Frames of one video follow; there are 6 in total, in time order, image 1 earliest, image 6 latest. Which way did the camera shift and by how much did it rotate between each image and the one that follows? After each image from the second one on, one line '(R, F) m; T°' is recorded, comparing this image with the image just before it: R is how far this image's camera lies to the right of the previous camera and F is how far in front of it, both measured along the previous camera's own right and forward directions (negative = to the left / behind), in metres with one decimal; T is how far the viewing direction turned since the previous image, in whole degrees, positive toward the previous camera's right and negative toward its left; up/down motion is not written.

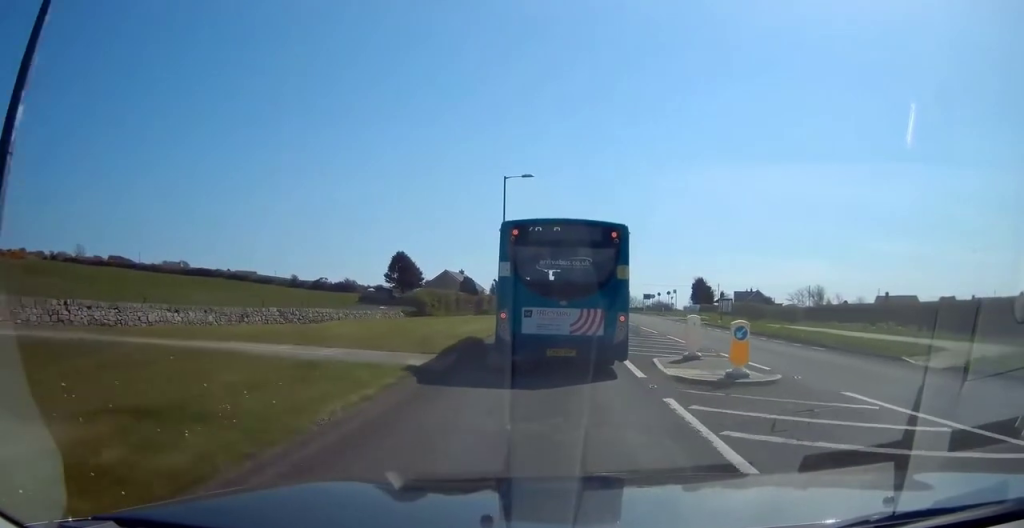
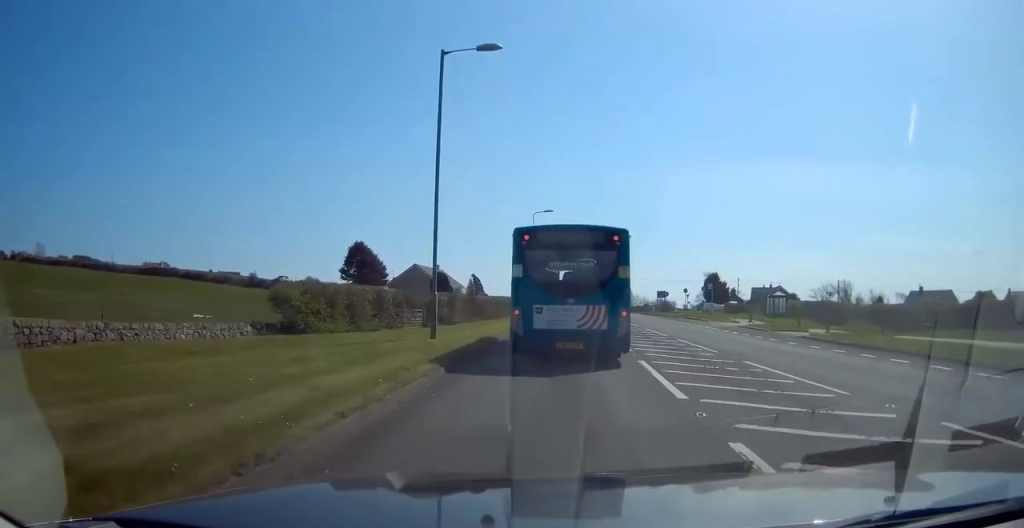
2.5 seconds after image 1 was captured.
(+0.5, +22.0) m; +2°
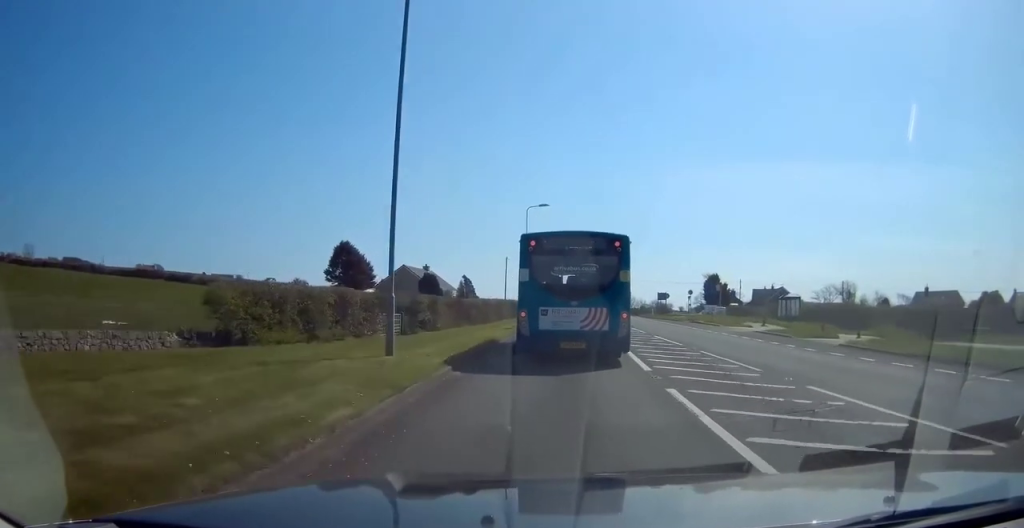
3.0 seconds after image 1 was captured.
(-0.1, +5.0) m; 0°
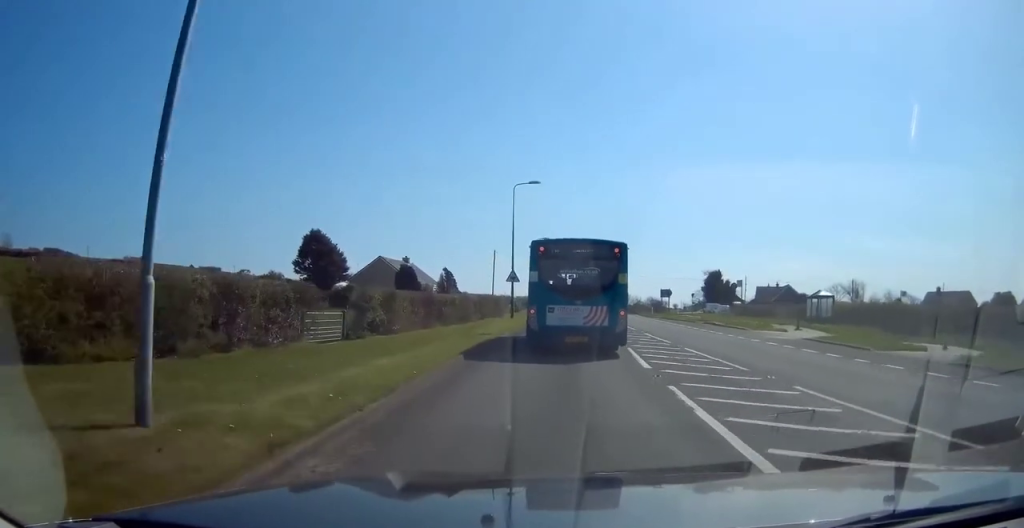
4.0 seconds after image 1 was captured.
(-0.1, +9.5) m; 0°
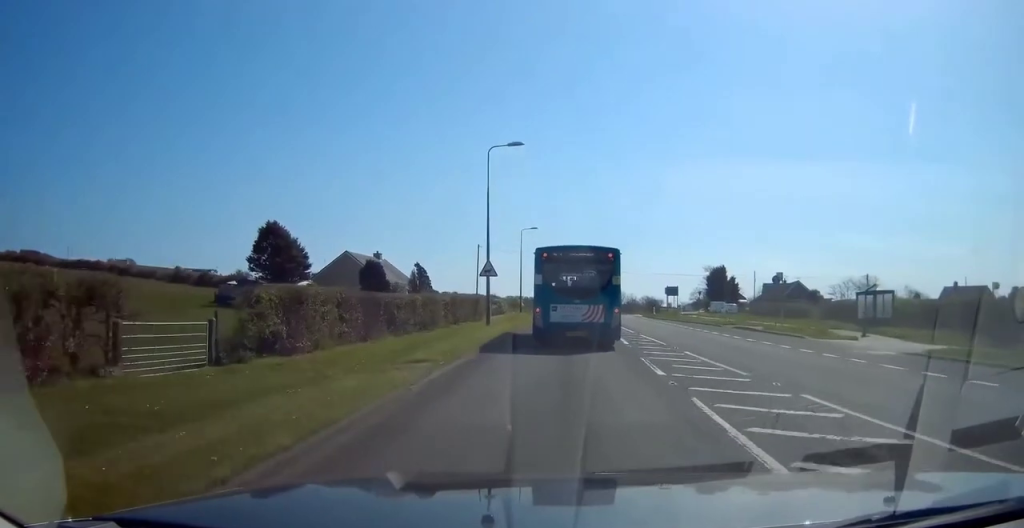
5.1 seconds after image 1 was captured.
(0.0, +11.1) m; 0°
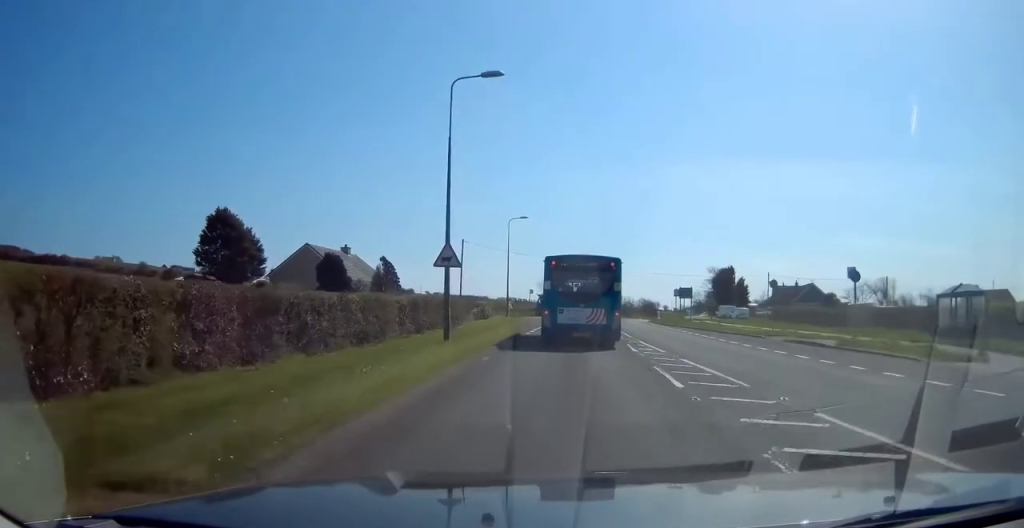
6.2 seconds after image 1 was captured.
(0.0, +10.5) m; 0°
